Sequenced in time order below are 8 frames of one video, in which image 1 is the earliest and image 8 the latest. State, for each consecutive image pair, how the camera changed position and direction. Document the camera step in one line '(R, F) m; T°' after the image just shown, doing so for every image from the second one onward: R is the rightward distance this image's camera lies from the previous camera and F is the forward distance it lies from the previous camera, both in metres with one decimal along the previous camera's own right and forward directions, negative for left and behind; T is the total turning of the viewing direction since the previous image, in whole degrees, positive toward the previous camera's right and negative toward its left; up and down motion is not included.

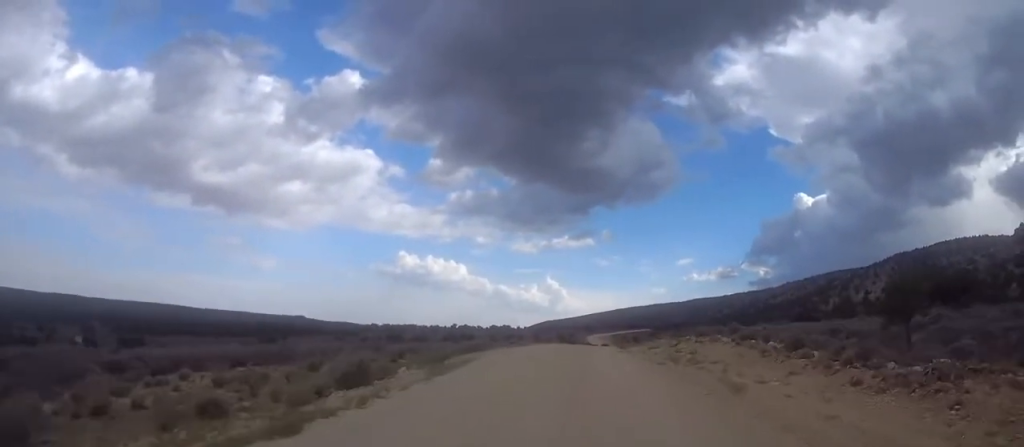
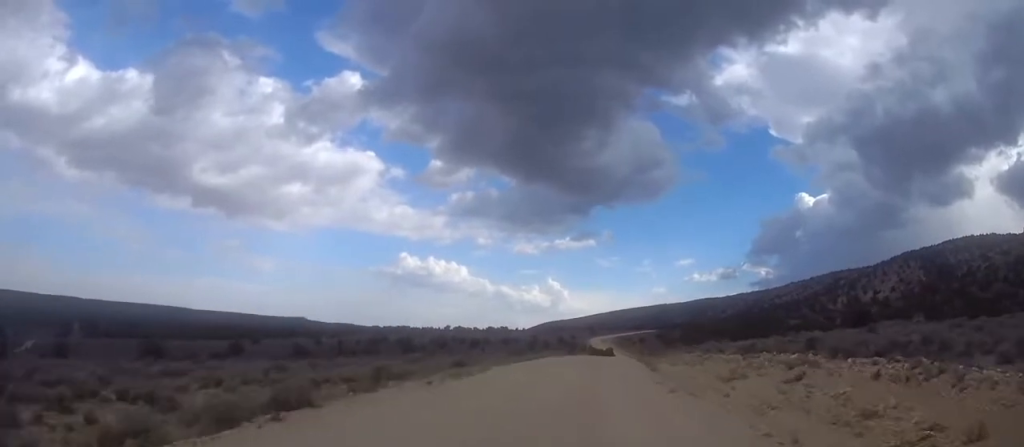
(-0.6, +23.5) m; -1°
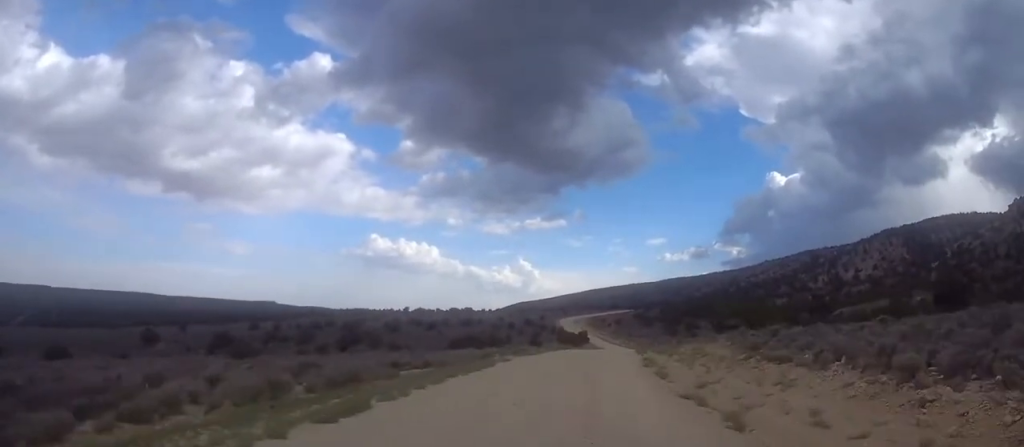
(+0.5, +26.1) m; +3°
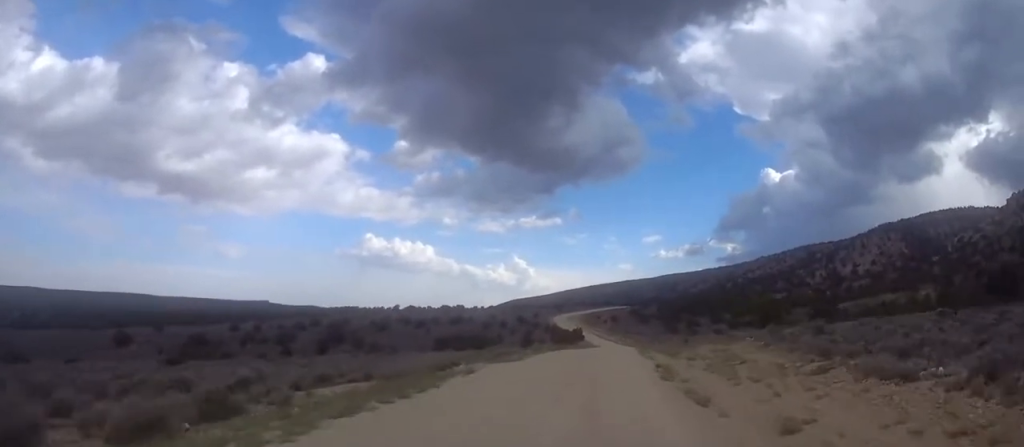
(+0.2, +7.8) m; +1°
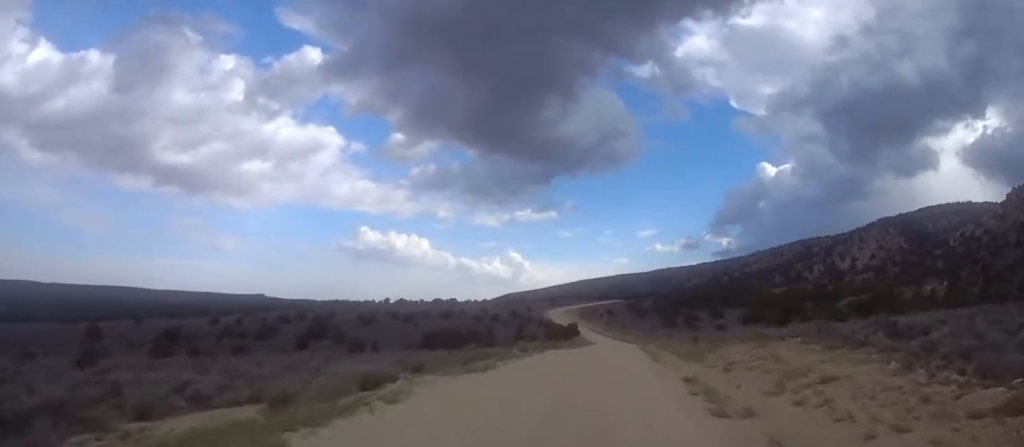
(+0.1, +7.3) m; +1°
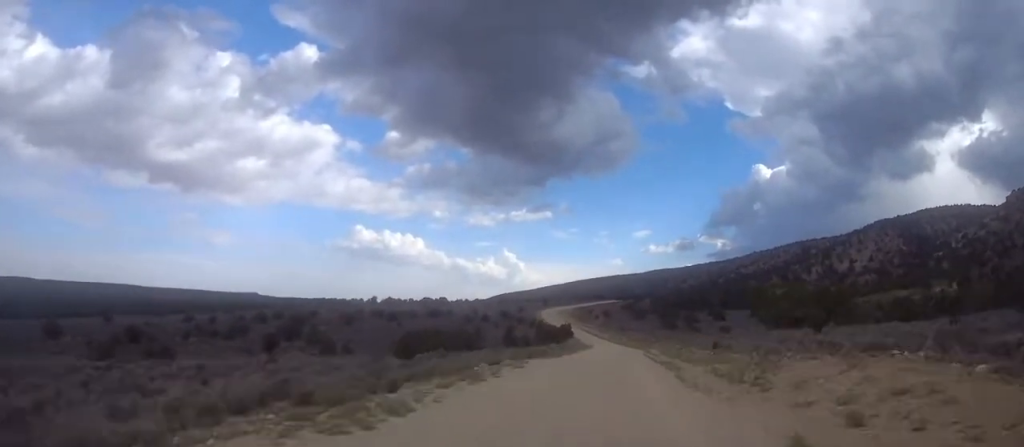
(0.0, +9.4) m; +1°
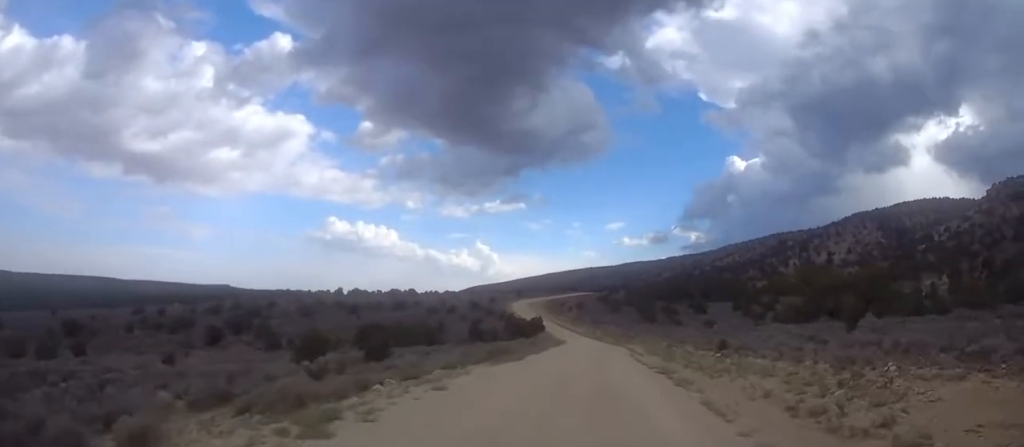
(0.0, +9.2) m; +1°
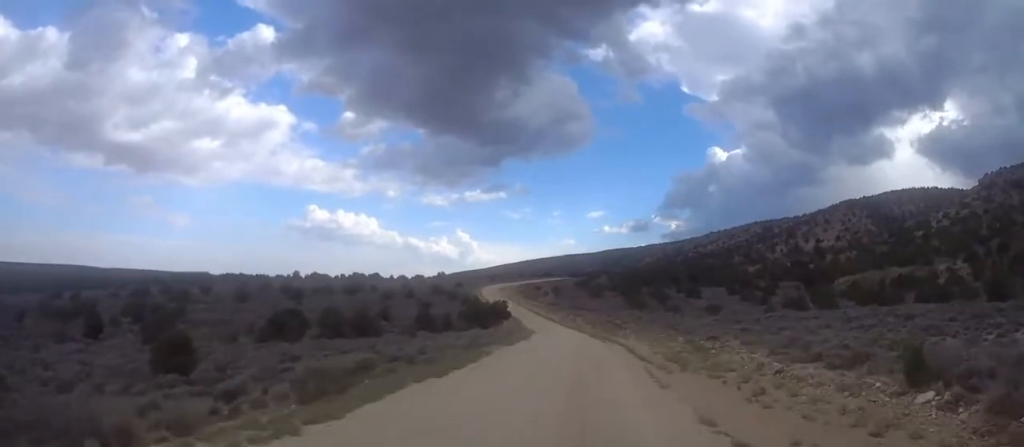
(+0.4, +23.4) m; +2°
